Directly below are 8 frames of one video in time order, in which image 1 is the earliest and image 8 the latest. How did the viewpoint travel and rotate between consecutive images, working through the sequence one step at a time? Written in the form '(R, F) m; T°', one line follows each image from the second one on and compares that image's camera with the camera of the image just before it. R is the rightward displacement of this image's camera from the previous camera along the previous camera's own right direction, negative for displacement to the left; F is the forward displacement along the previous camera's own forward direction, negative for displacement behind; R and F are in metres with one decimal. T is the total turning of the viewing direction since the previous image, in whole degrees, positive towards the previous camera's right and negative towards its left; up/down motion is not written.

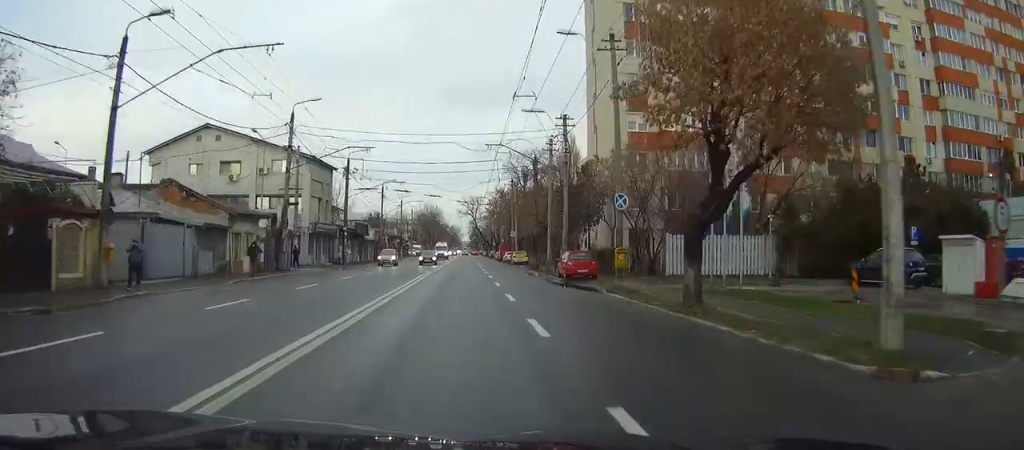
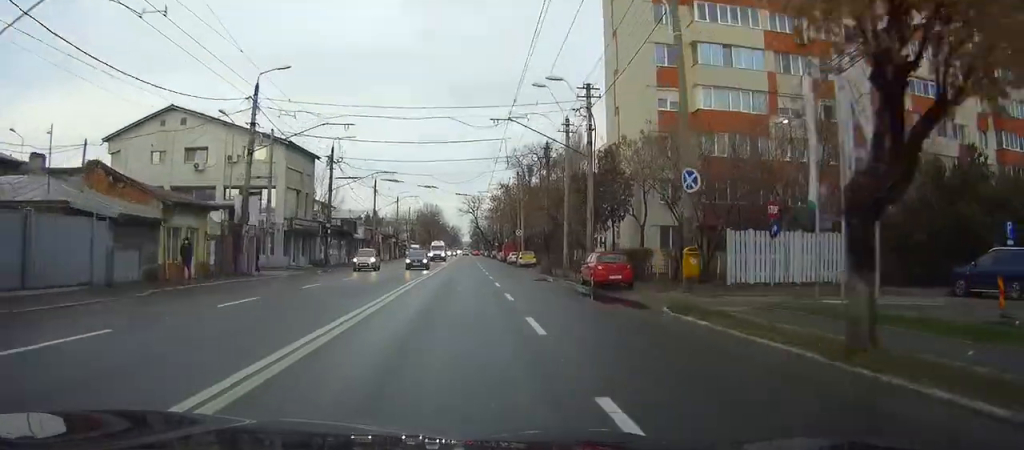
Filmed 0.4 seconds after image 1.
(0.0, +8.2) m; 0°
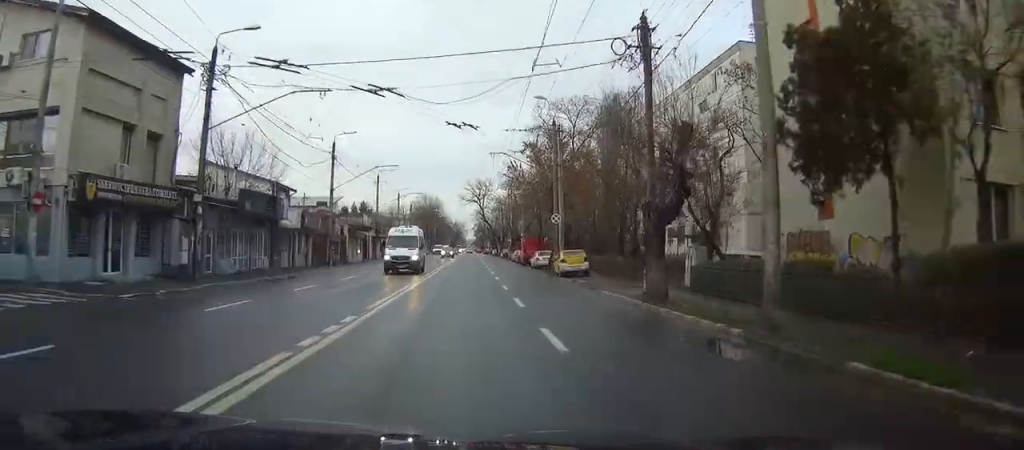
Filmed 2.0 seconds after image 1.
(-0.3, +29.1) m; -1°
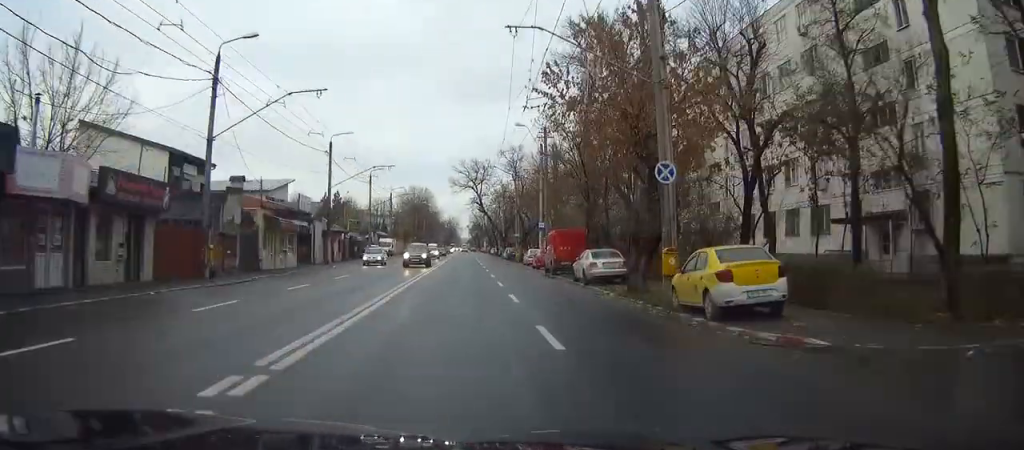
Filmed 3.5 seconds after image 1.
(+0.1, +26.7) m; +1°
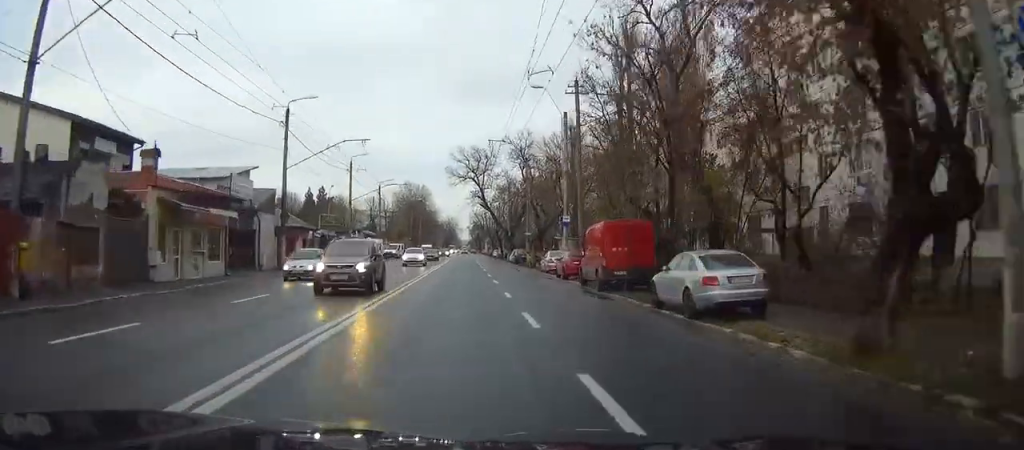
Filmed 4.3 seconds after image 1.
(+0.1, +14.3) m; 0°
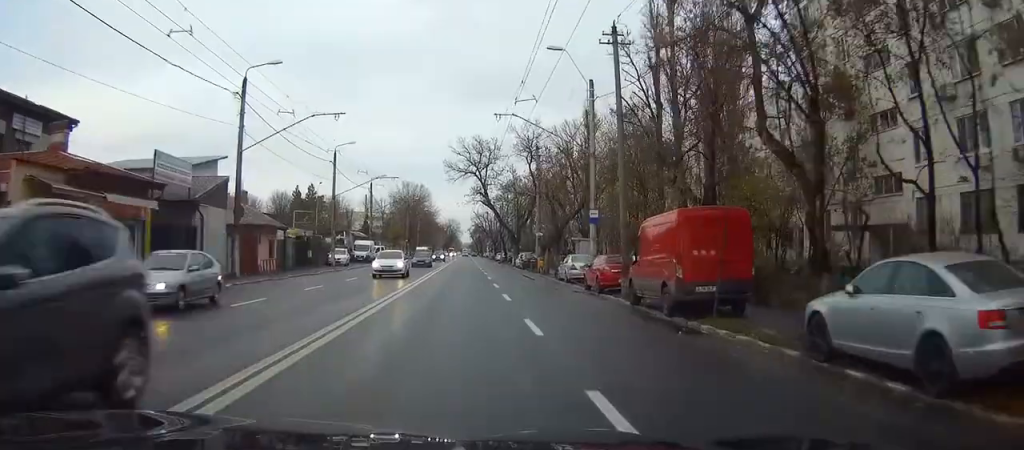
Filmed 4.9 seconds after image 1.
(0.0, +9.0) m; 0°
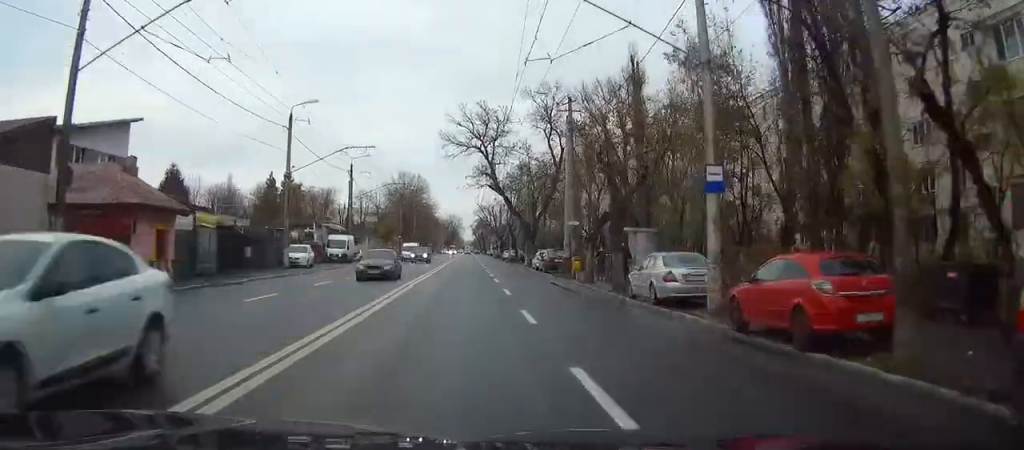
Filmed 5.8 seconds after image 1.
(0.0, +16.3) m; -1°
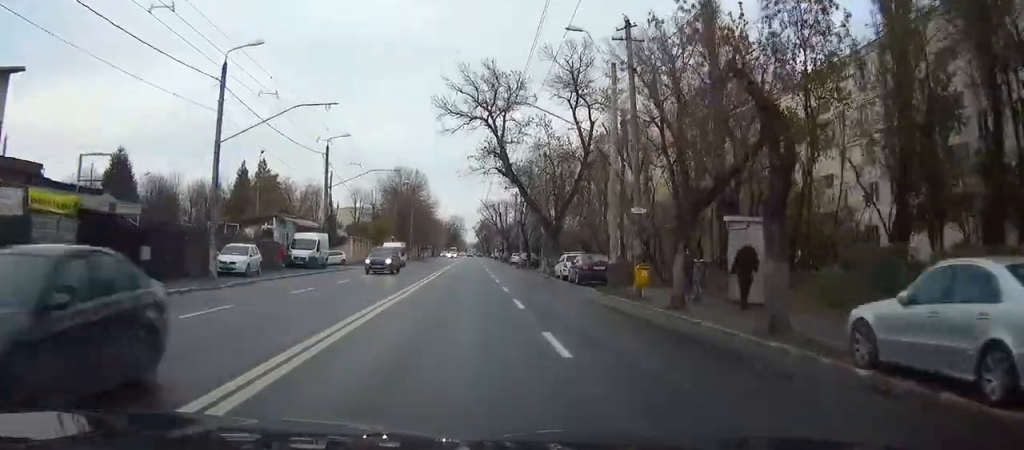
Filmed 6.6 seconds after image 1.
(-0.1, +13.5) m; 0°
